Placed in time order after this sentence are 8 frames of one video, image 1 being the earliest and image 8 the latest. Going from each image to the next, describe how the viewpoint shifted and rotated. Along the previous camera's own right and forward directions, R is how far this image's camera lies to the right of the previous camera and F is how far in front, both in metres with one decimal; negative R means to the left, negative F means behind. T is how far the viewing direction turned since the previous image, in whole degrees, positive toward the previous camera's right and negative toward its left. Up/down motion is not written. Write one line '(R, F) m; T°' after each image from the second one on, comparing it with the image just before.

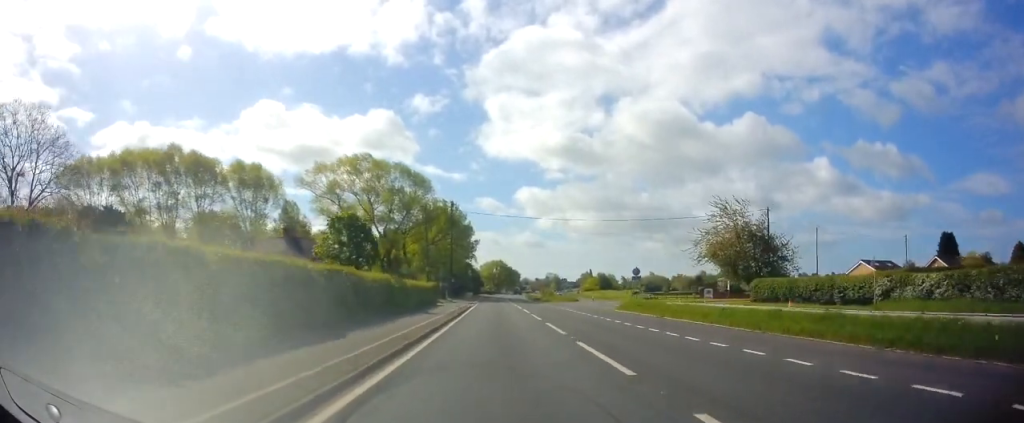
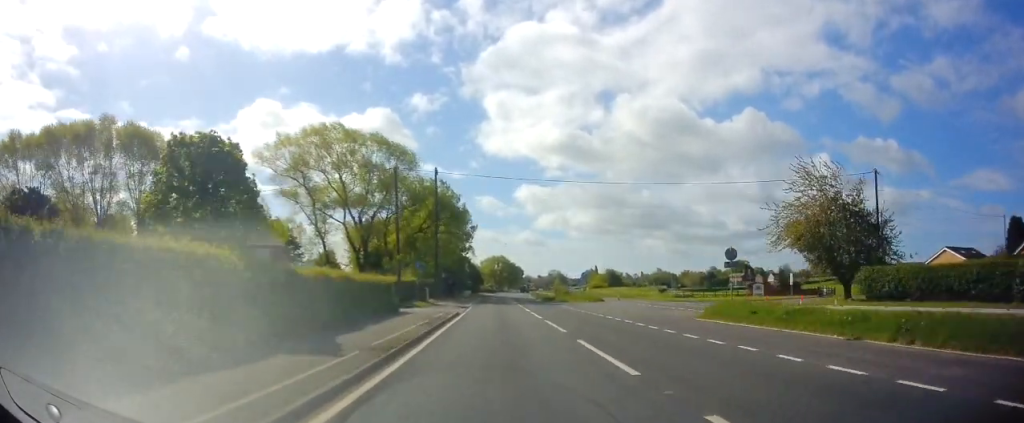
(-0.3, +17.7) m; 0°
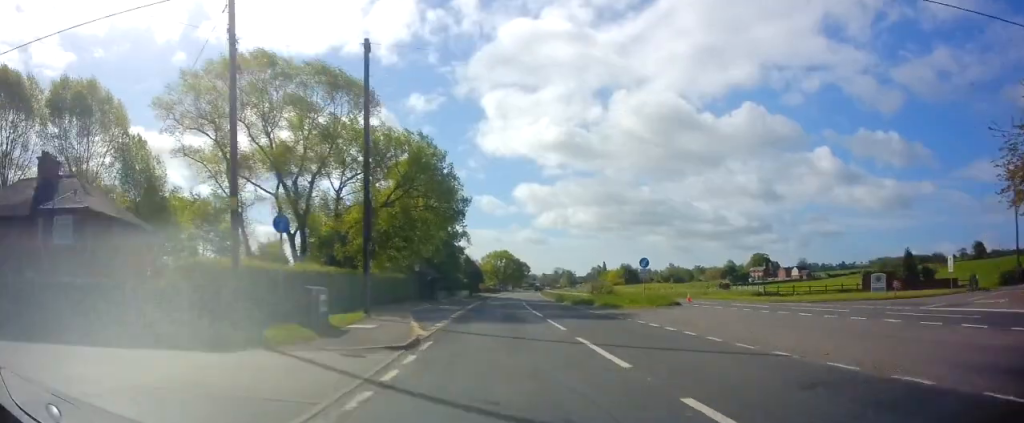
(+0.4, +25.3) m; +1°
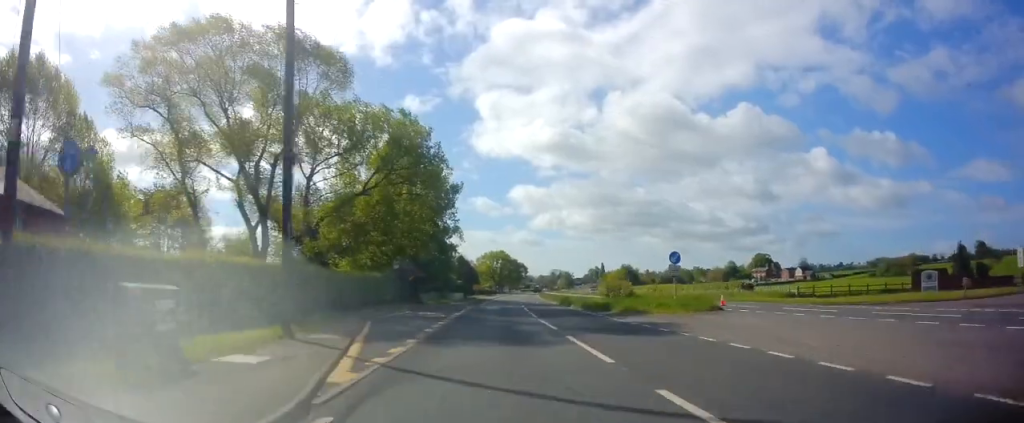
(0.0, +7.8) m; 0°
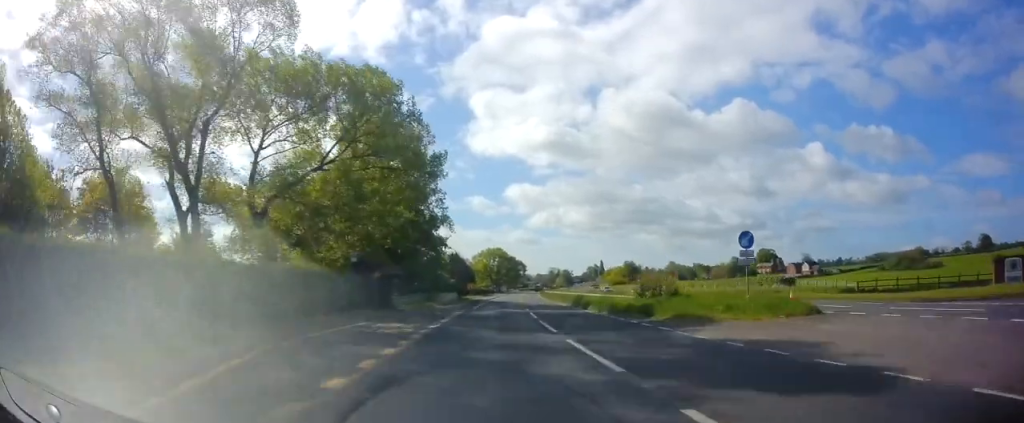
(0.0, +10.1) m; 0°
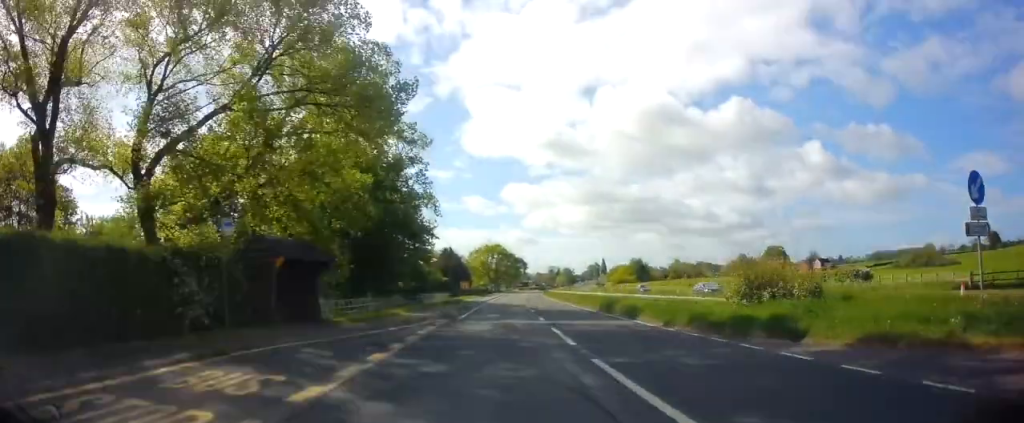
(0.0, +12.9) m; 0°
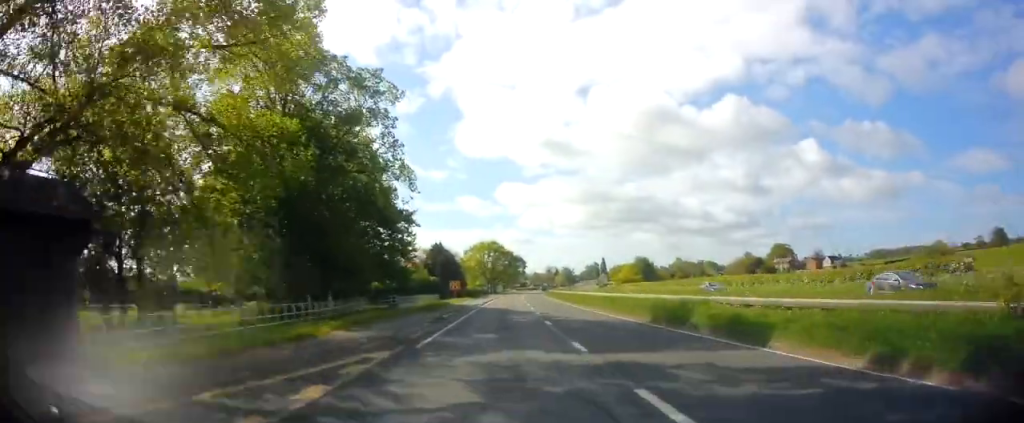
(0.0, +11.7) m; 0°
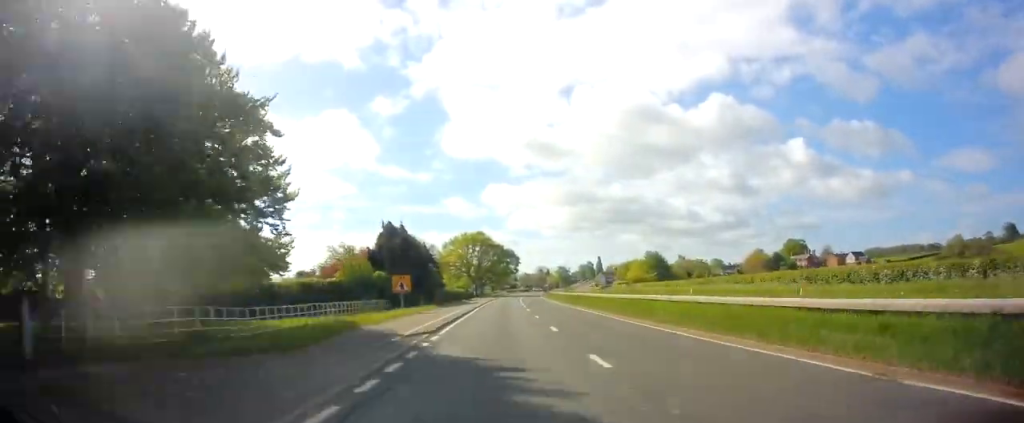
(+0.2, +28.7) m; +2°
